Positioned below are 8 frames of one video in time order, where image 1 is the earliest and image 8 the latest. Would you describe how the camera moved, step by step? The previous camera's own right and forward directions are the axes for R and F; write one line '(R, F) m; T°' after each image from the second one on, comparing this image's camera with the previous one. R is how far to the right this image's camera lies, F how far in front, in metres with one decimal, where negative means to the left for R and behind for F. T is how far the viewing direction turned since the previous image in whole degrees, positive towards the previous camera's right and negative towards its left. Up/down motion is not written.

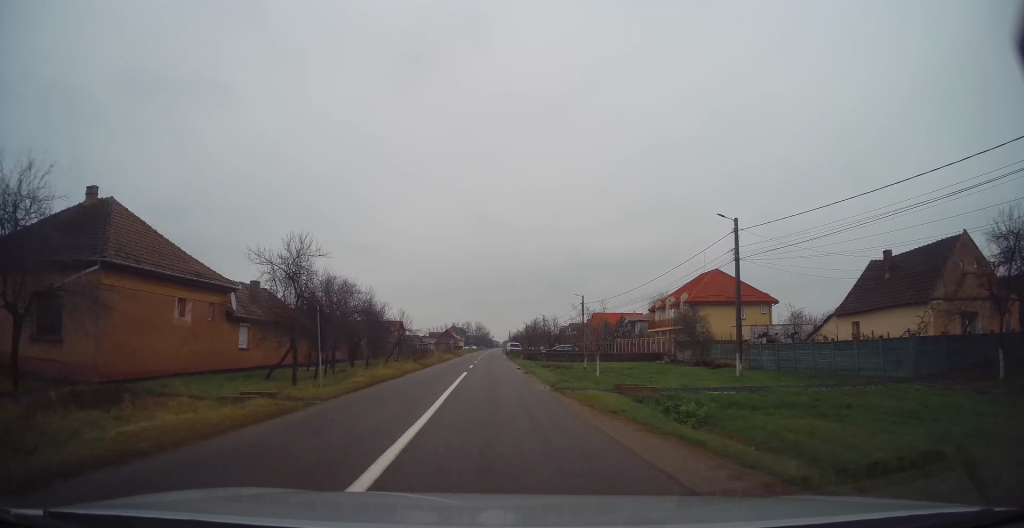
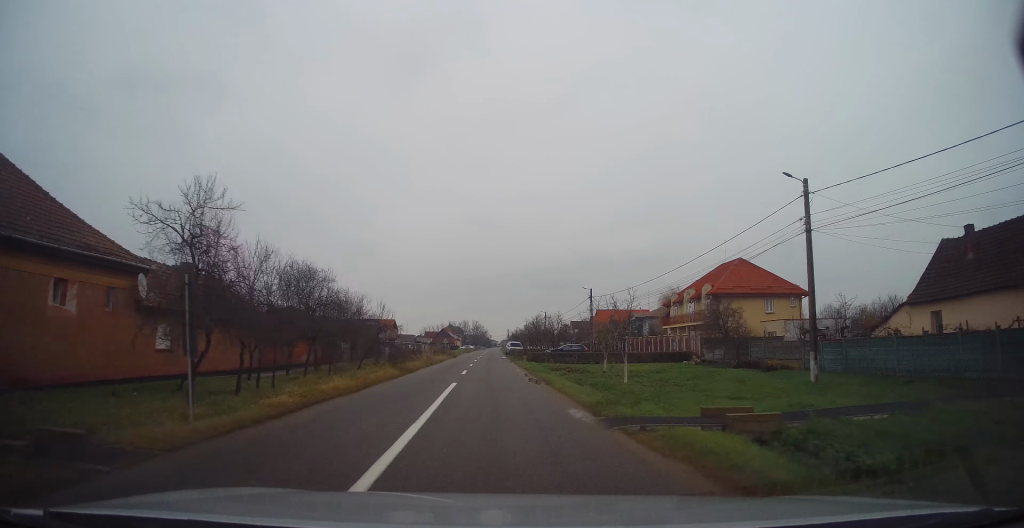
(0.0, +6.6) m; 0°
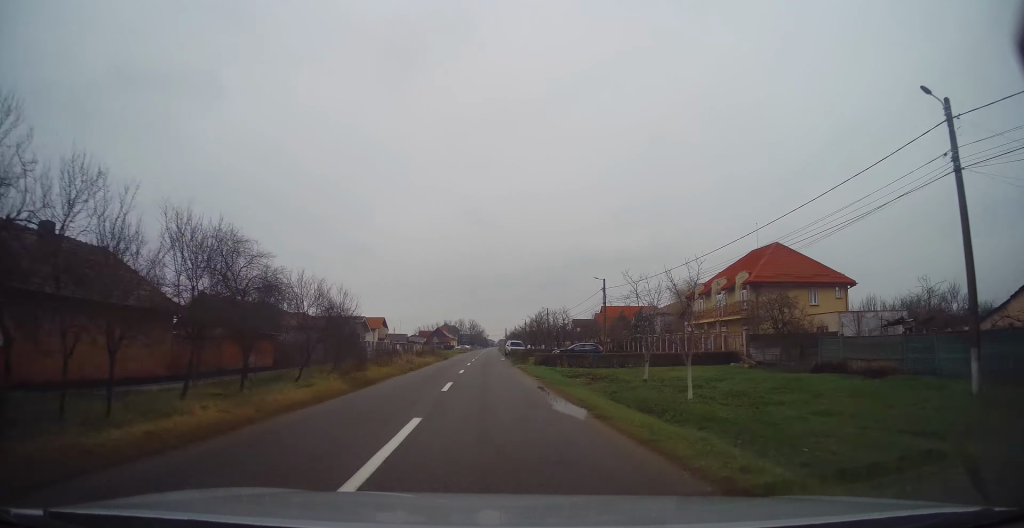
(0.0, +8.6) m; 0°
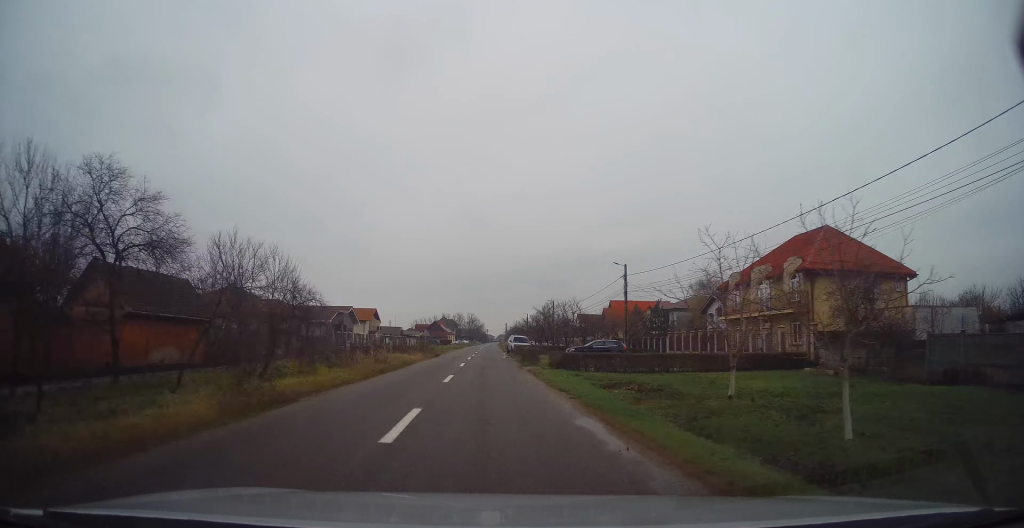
(0.0, +8.0) m; 0°
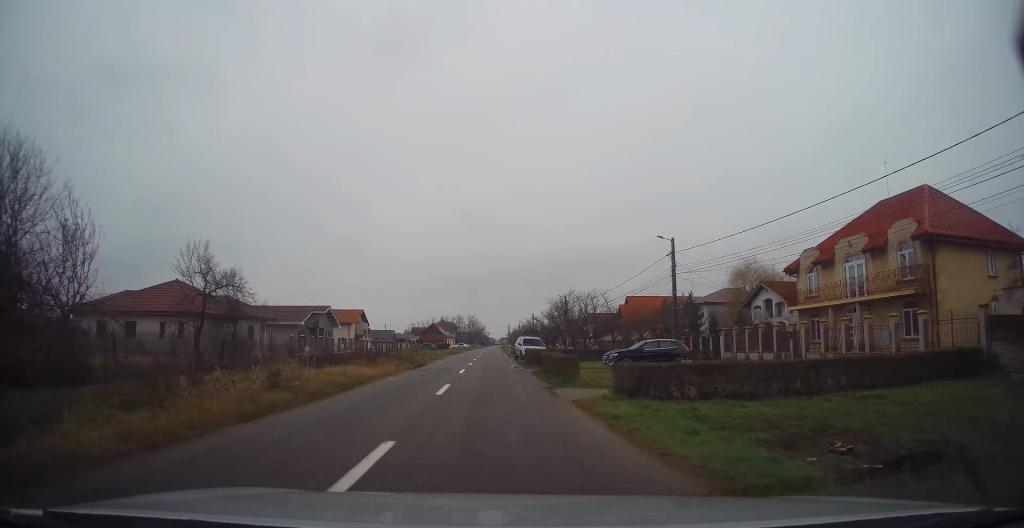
(+0.1, +12.0) m; 0°
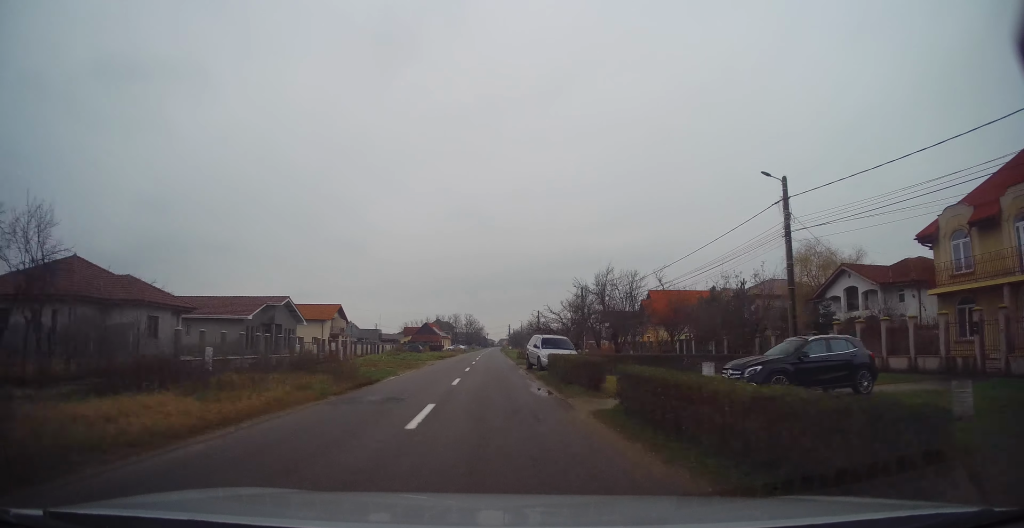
(-0.1, +13.6) m; -1°
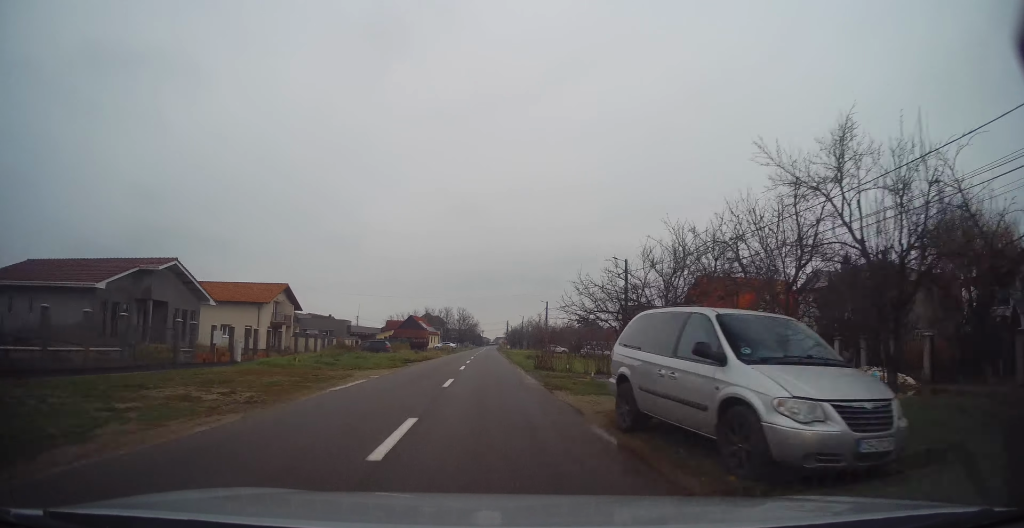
(-0.3, +20.3) m; 0°
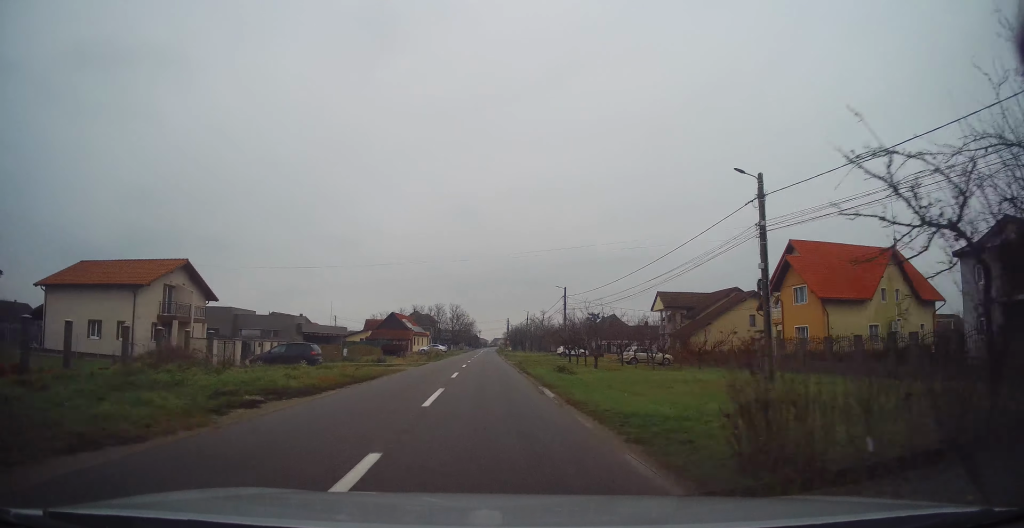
(+0.6, +20.7) m; +2°
